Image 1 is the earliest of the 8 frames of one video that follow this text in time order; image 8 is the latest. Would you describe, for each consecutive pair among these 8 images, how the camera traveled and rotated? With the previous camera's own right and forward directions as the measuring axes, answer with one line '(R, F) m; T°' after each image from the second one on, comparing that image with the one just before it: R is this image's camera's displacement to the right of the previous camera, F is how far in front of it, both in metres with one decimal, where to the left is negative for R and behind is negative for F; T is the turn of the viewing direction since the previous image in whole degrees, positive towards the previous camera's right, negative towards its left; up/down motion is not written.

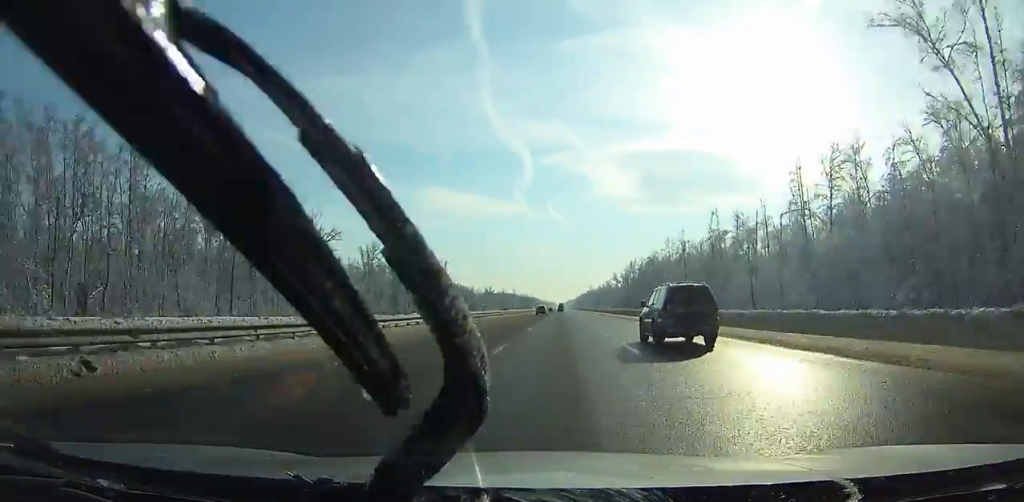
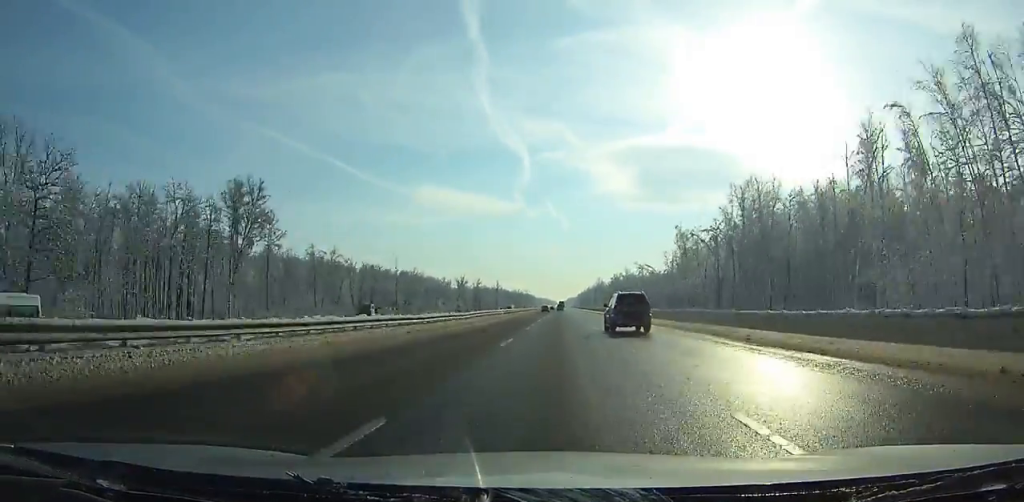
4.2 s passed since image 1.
(-0.1, +124.5) m; 0°
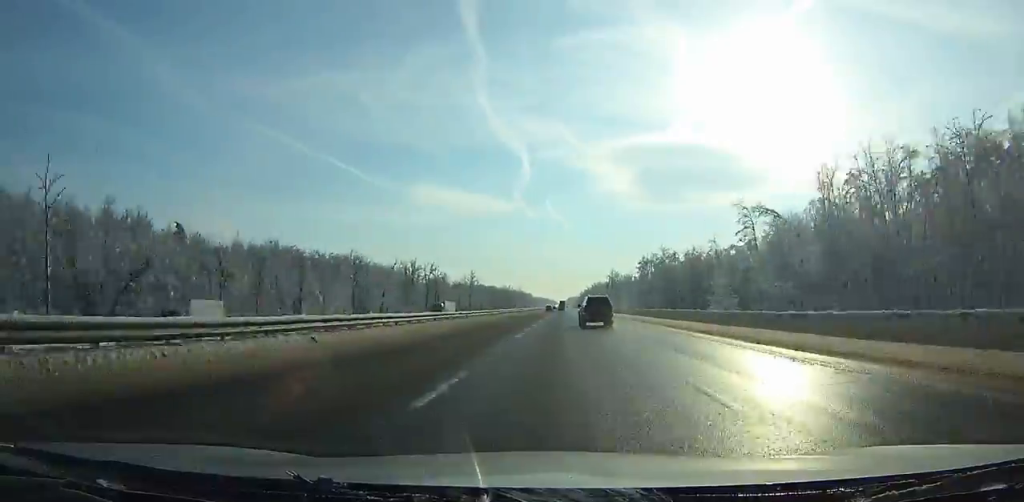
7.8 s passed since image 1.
(0.0, +106.8) m; 0°
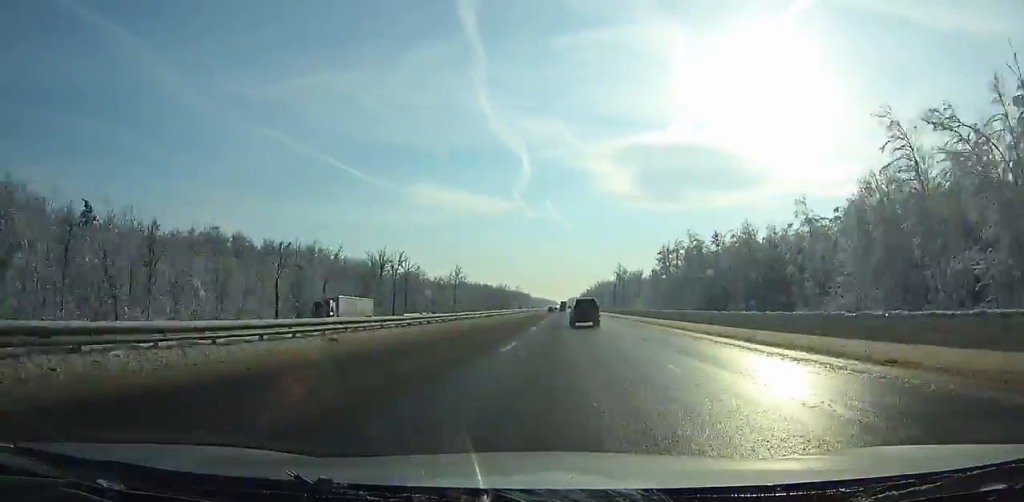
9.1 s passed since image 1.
(0.0, +38.8) m; 0°
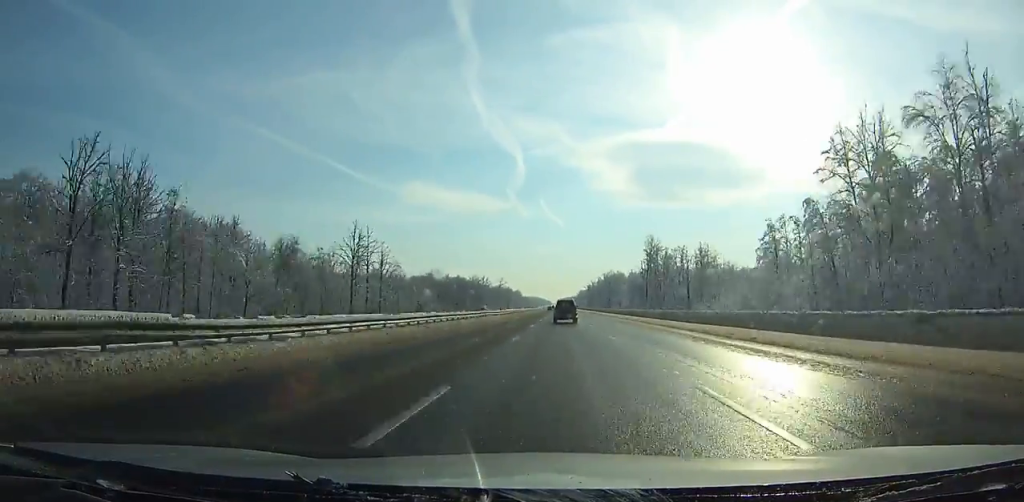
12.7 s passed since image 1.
(+0.3, +107.7) m; 0°
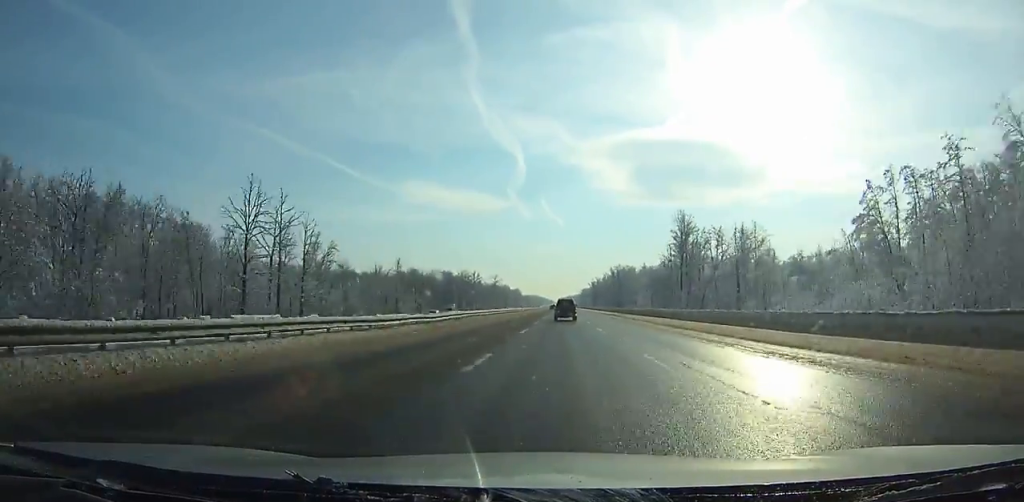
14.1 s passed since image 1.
(0.0, +42.0) m; 0°
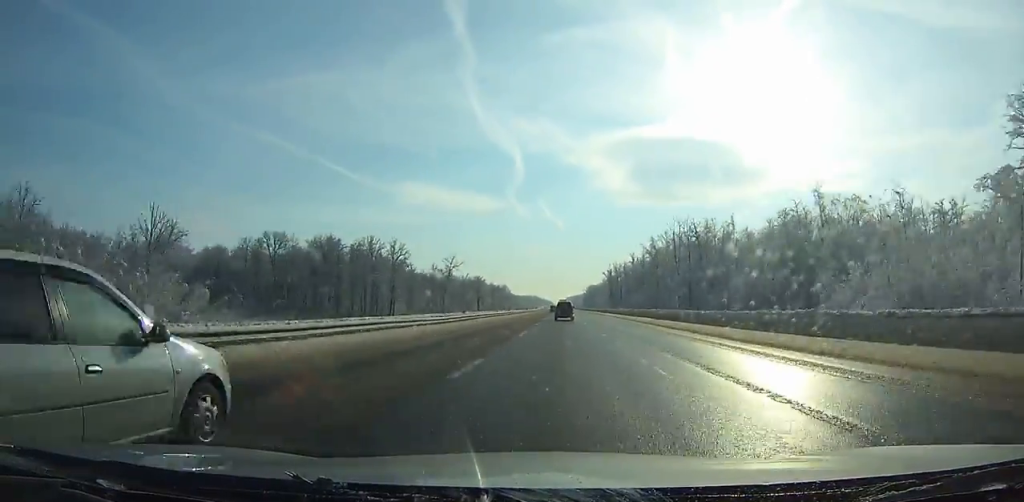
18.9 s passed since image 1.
(+0.1, +144.4) m; 0°
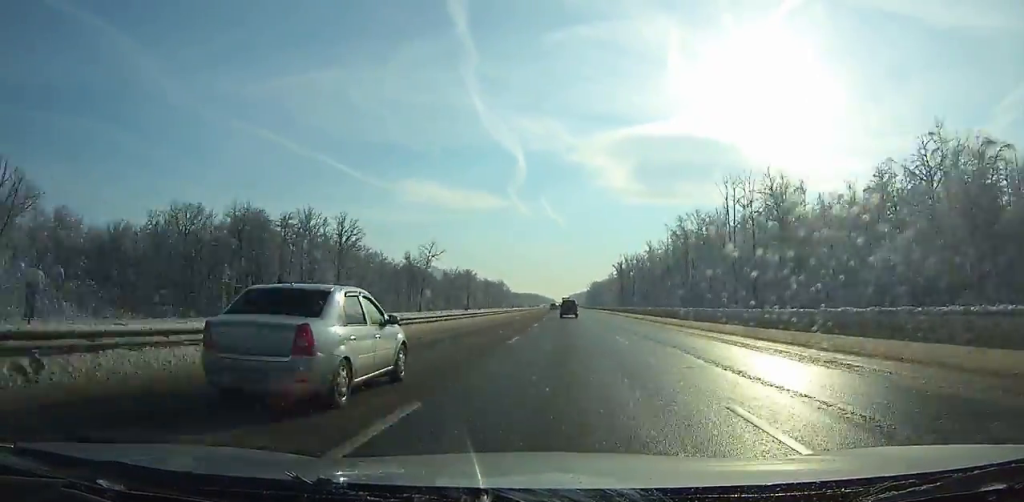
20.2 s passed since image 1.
(+0.1, +39.0) m; 0°
